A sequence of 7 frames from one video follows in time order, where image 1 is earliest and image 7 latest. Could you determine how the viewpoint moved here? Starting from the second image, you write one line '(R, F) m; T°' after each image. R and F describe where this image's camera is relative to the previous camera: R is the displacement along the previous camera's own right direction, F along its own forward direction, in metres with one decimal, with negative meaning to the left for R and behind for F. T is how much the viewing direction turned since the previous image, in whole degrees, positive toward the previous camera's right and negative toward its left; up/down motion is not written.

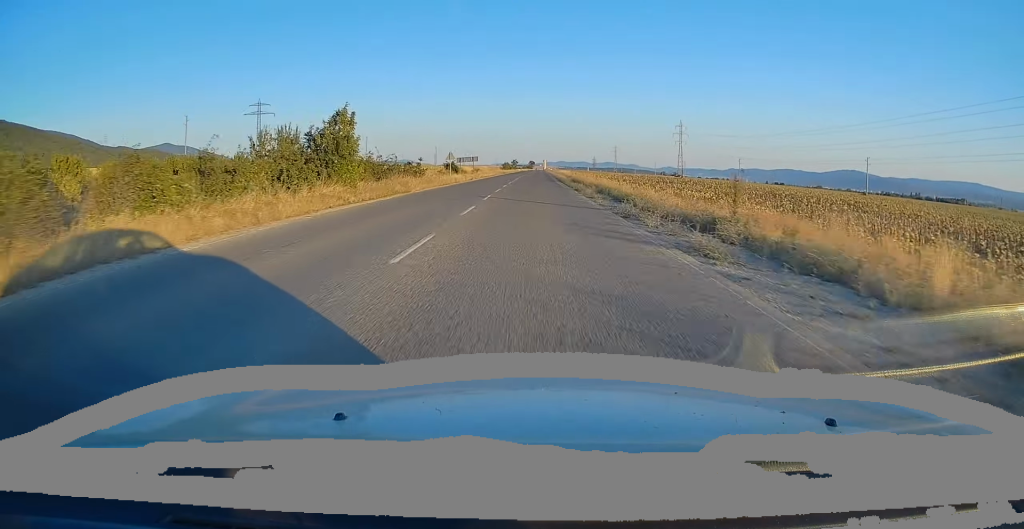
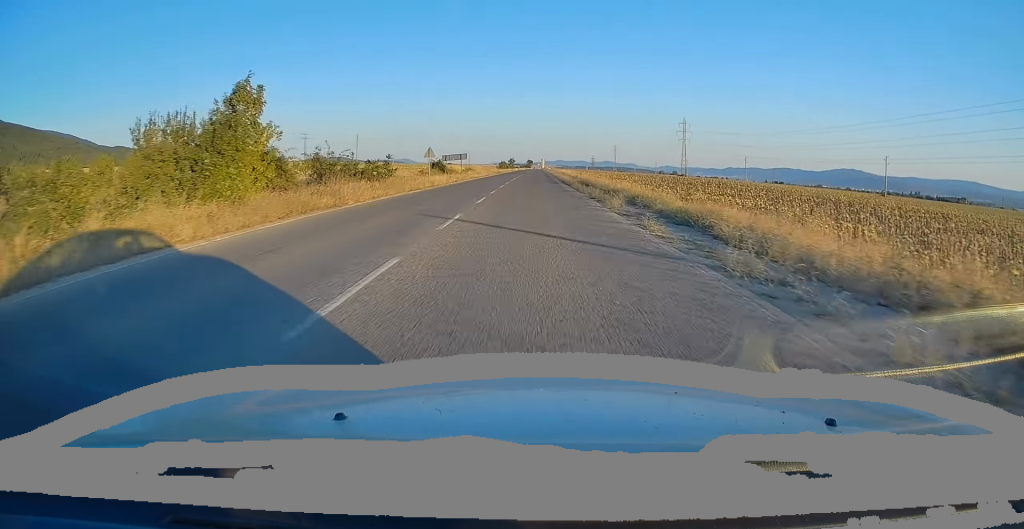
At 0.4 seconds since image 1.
(0.0, +10.2) m; 0°
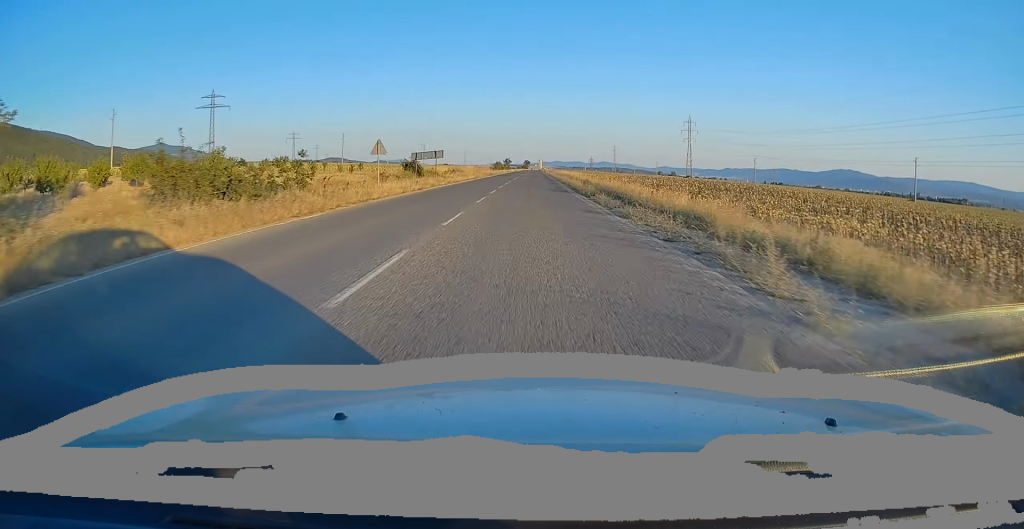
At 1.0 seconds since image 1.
(-0.1, +15.2) m; 0°
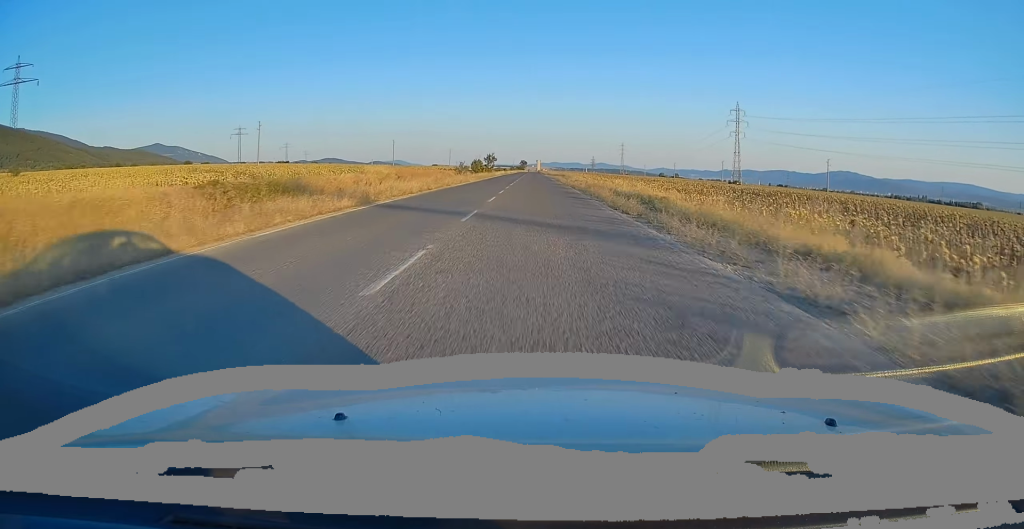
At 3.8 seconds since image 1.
(+0.7, +68.1) m; +1°
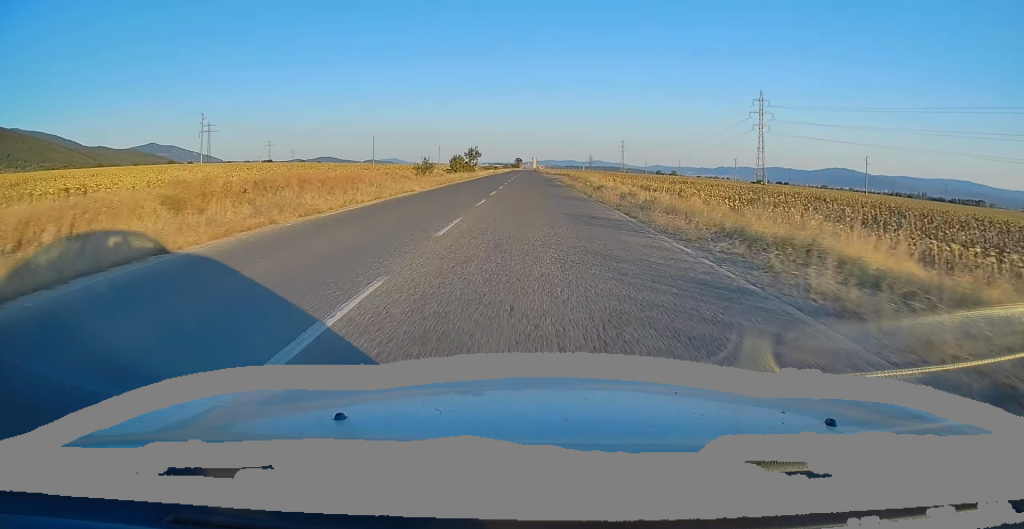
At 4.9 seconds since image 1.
(-0.2, +25.7) m; 0°
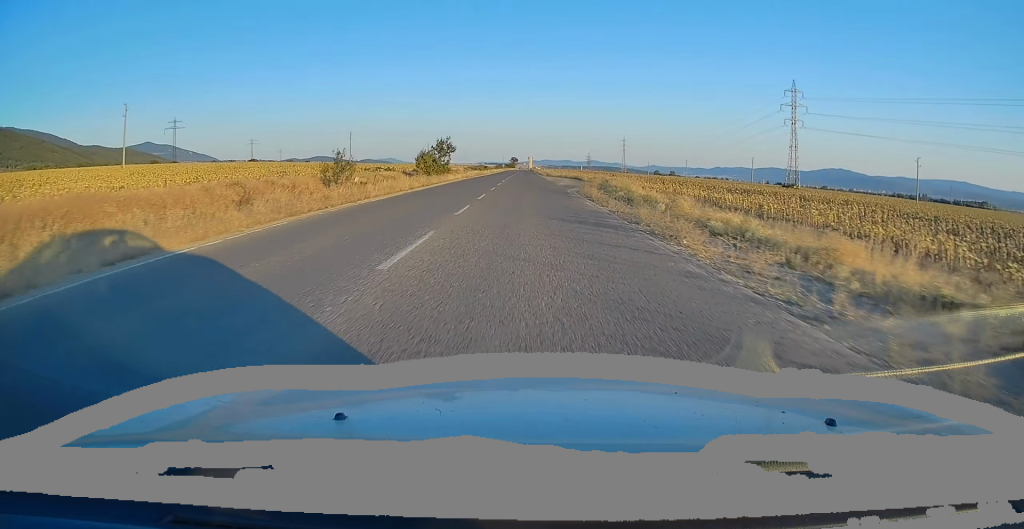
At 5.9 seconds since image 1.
(+0.2, +26.3) m; +1°
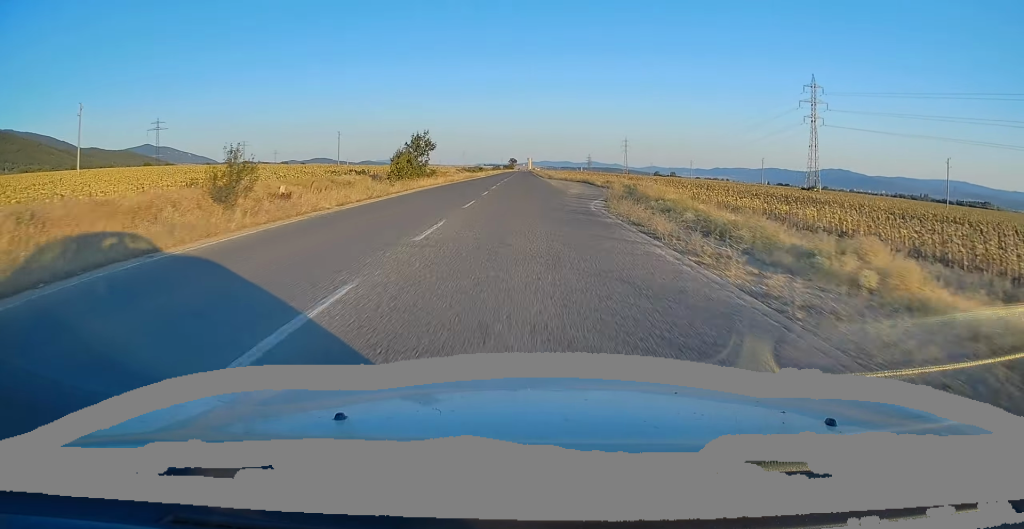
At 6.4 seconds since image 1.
(0.0, +11.9) m; 0°
